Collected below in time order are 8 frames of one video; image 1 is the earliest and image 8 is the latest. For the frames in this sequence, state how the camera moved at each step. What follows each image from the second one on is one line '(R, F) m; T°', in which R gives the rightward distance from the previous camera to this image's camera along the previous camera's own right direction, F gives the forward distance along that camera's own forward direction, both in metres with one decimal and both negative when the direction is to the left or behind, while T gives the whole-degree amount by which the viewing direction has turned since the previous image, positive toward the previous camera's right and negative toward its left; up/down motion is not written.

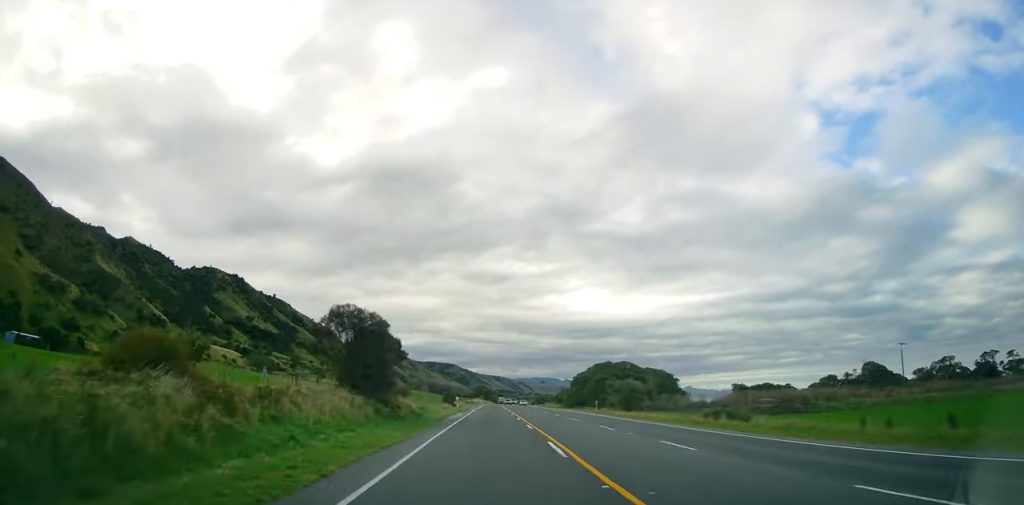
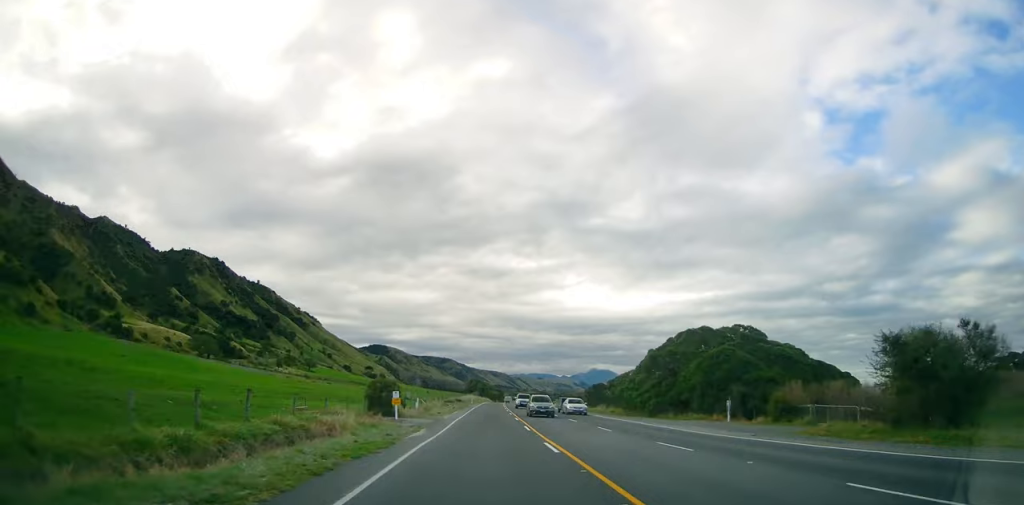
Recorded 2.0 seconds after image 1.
(+0.6, +50.3) m; 0°
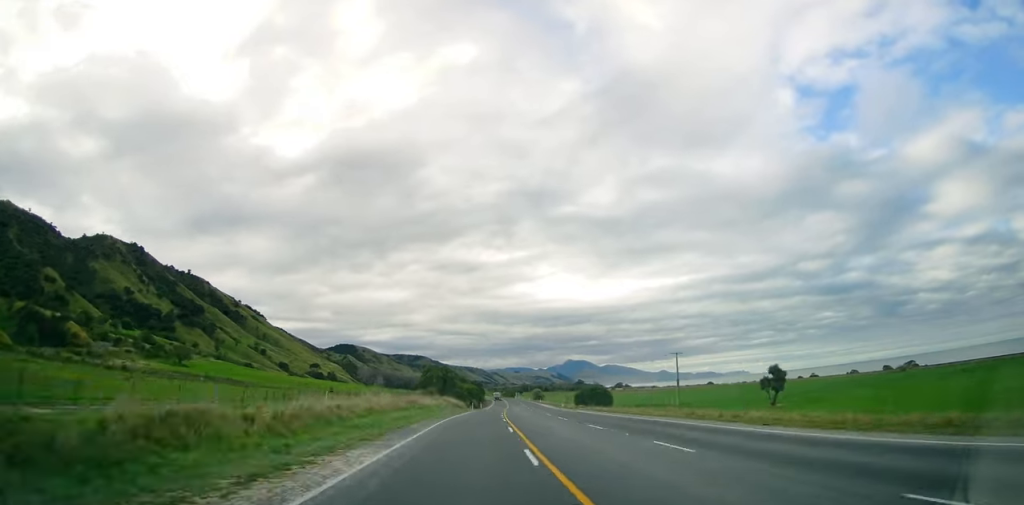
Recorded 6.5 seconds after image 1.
(+0.7, +114.0) m; +1°
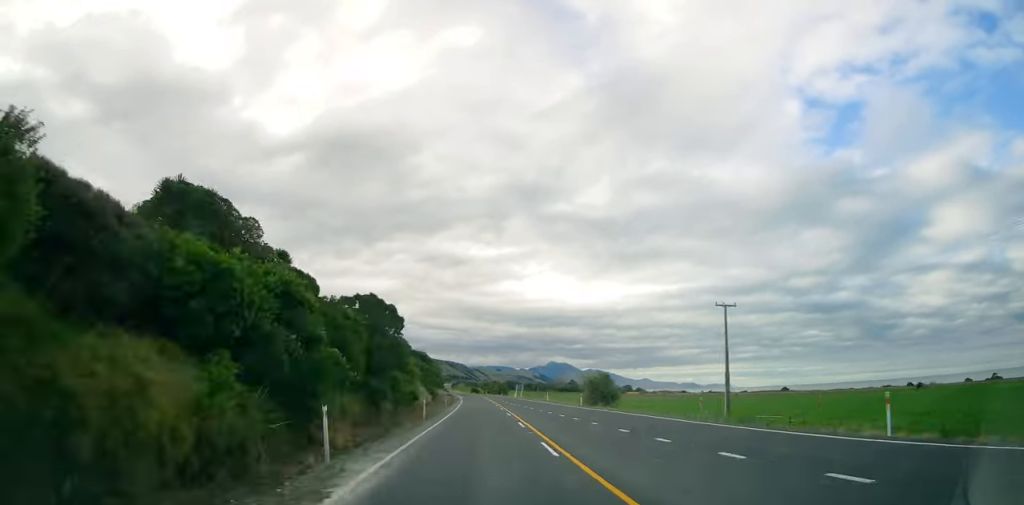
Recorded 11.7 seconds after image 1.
(+2.6, +131.3) m; 0°
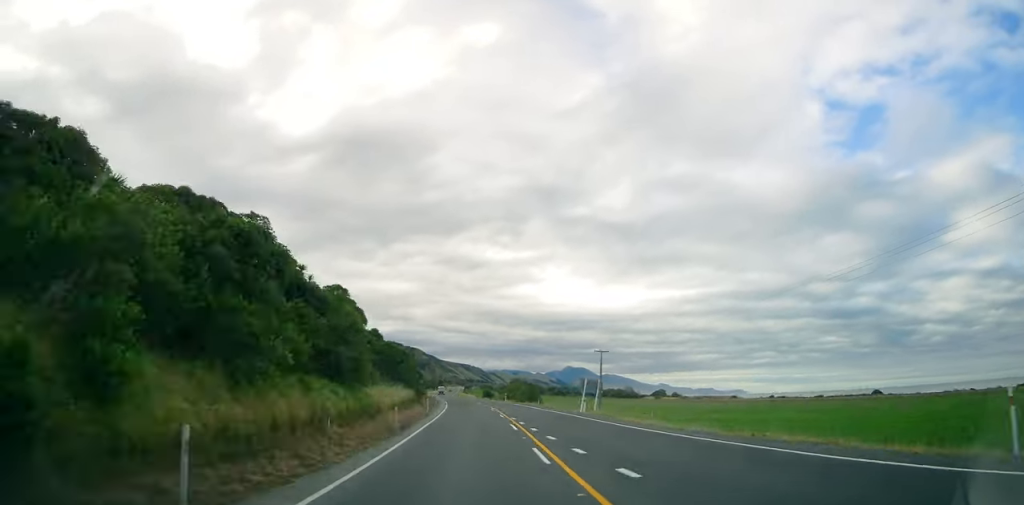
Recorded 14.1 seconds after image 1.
(-1.3, +60.5) m; -2°
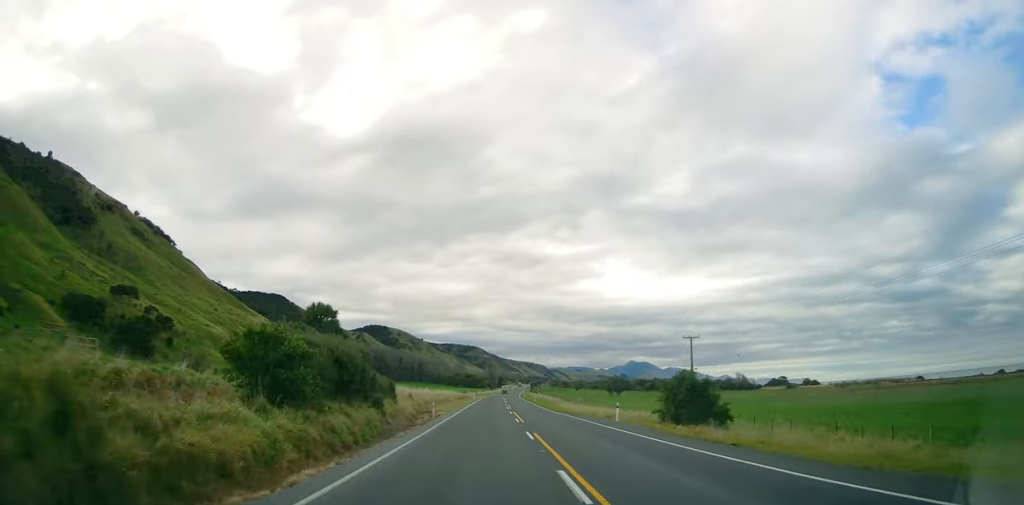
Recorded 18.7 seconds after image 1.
(-5.2, +113.7) m; -3°
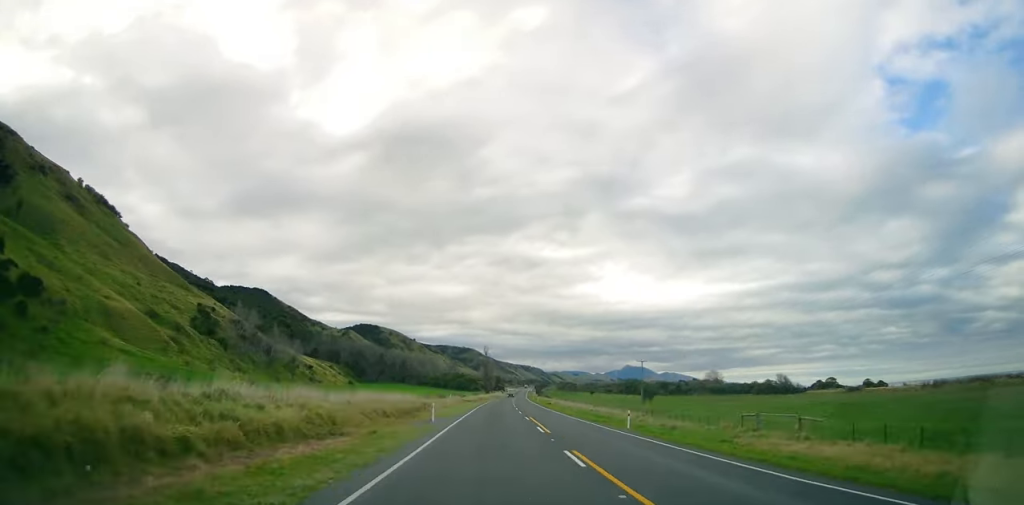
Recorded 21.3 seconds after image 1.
(-0.6, +66.9) m; 0°
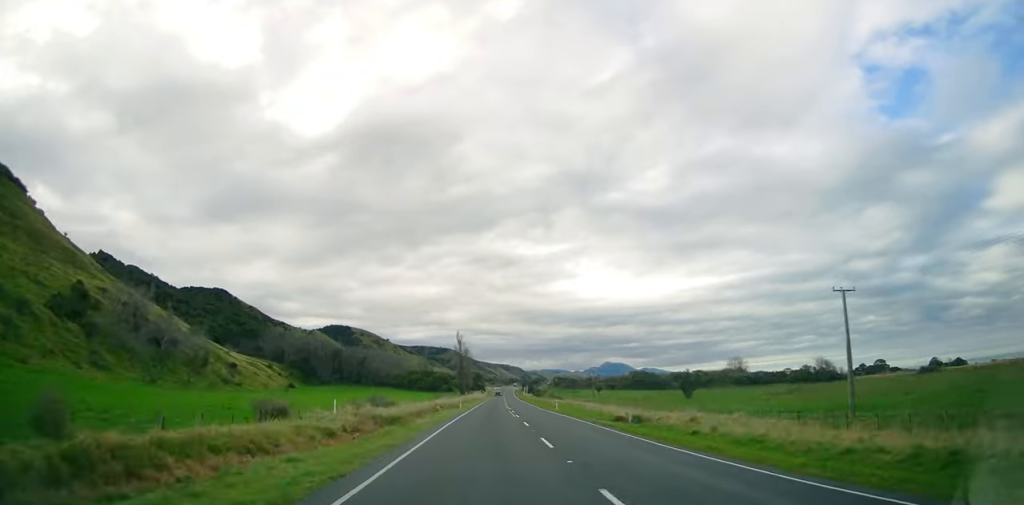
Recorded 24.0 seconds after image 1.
(+0.9, +66.9) m; +1°
